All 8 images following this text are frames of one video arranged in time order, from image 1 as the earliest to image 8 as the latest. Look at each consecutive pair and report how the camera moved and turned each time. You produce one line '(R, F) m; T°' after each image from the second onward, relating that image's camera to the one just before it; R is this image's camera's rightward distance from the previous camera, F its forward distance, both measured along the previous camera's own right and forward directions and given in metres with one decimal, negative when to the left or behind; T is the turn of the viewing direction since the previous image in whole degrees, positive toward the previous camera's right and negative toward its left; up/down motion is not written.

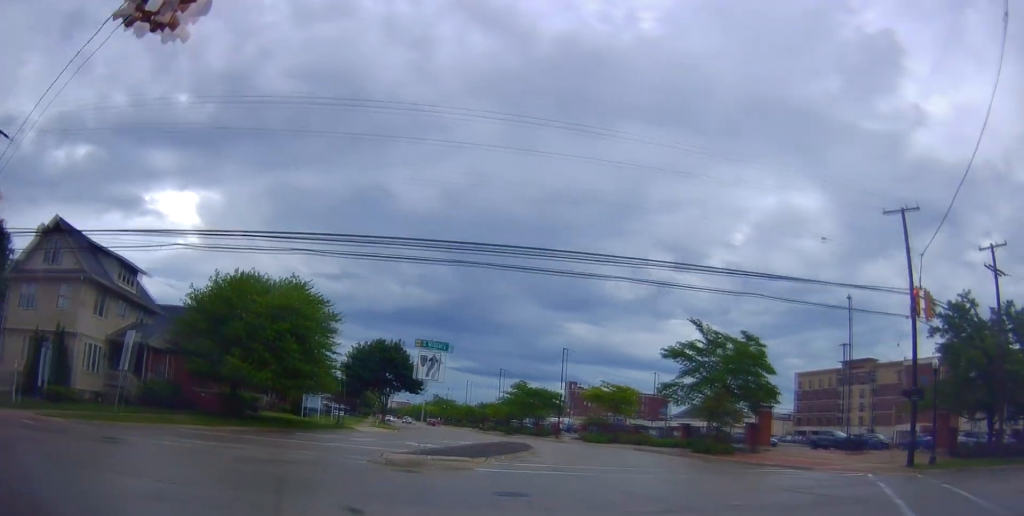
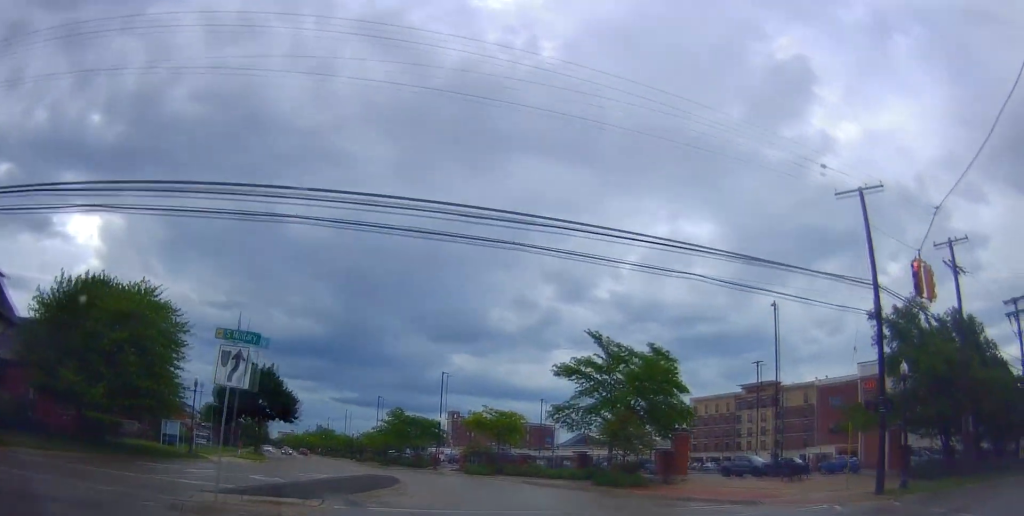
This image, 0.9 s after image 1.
(+0.3, +5.8) m; +3°
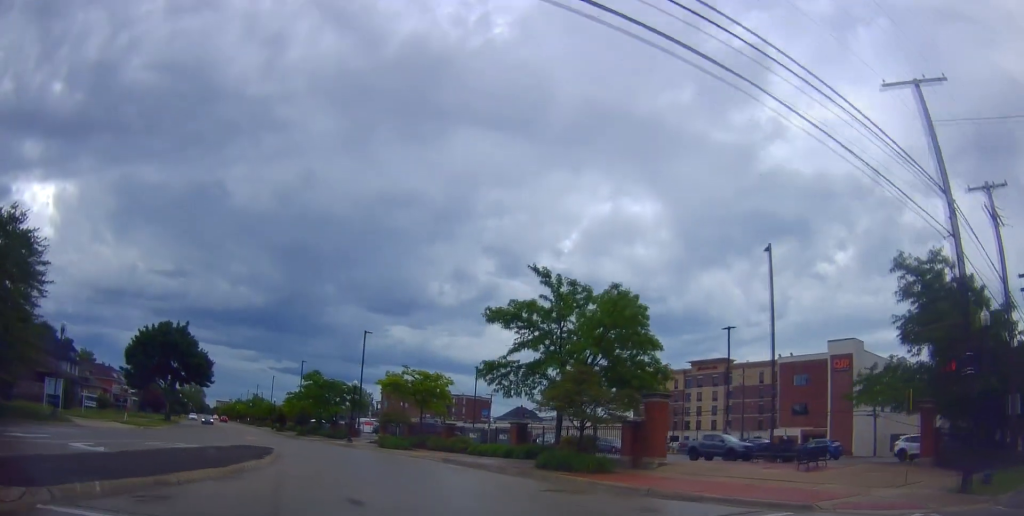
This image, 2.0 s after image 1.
(0.0, +7.7) m; 0°
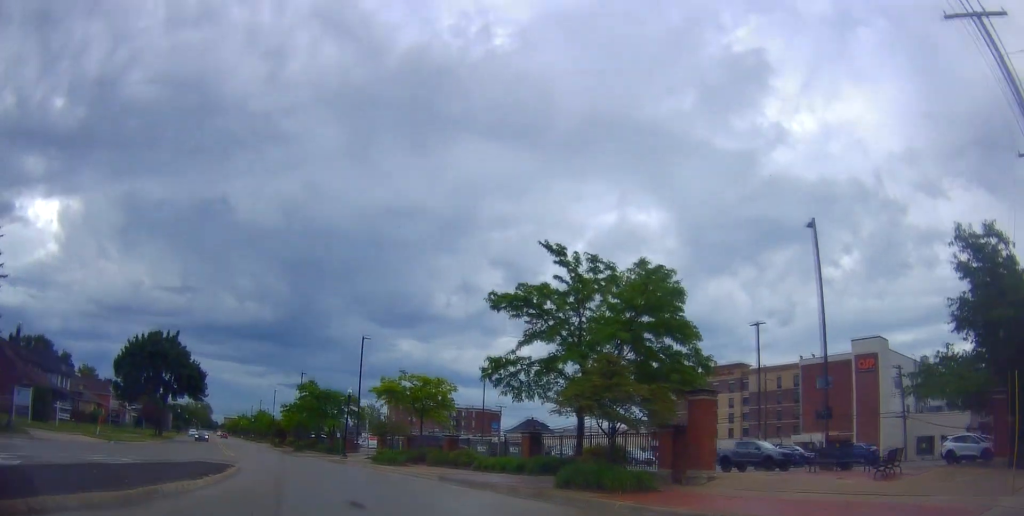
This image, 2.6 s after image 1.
(0.0, +4.0) m; 0°
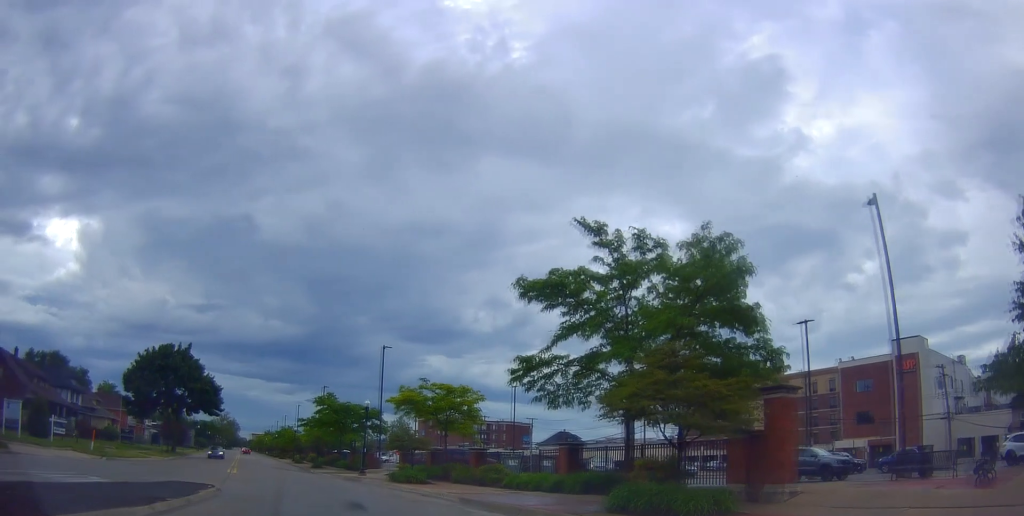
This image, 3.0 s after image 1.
(0.0, +3.2) m; 0°
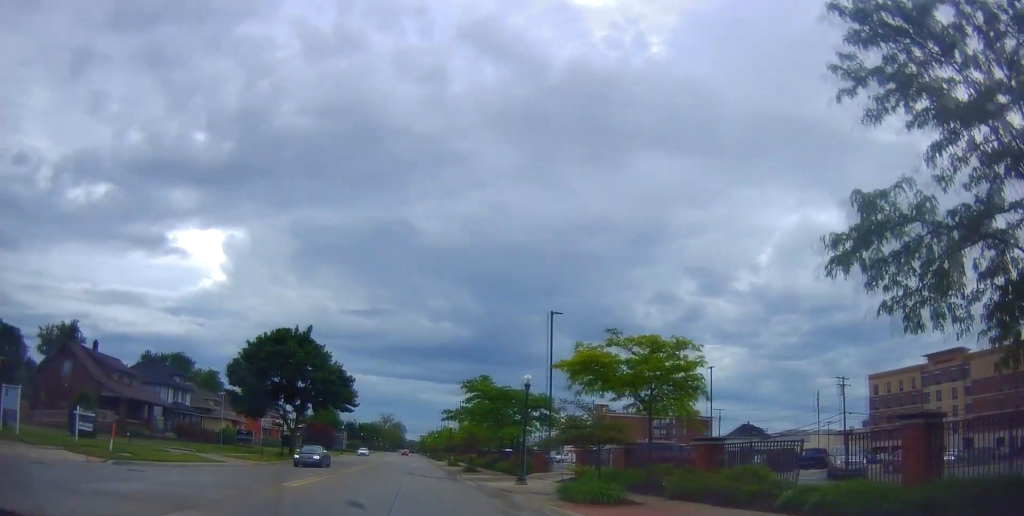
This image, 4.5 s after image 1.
(-0.3, +11.5) m; -7°
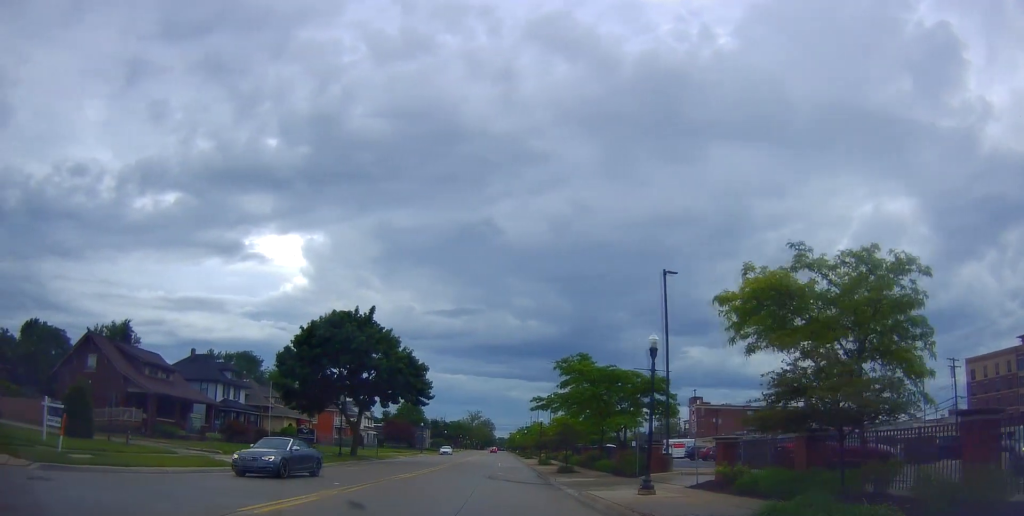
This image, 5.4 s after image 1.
(-0.6, +8.0) m; -8°
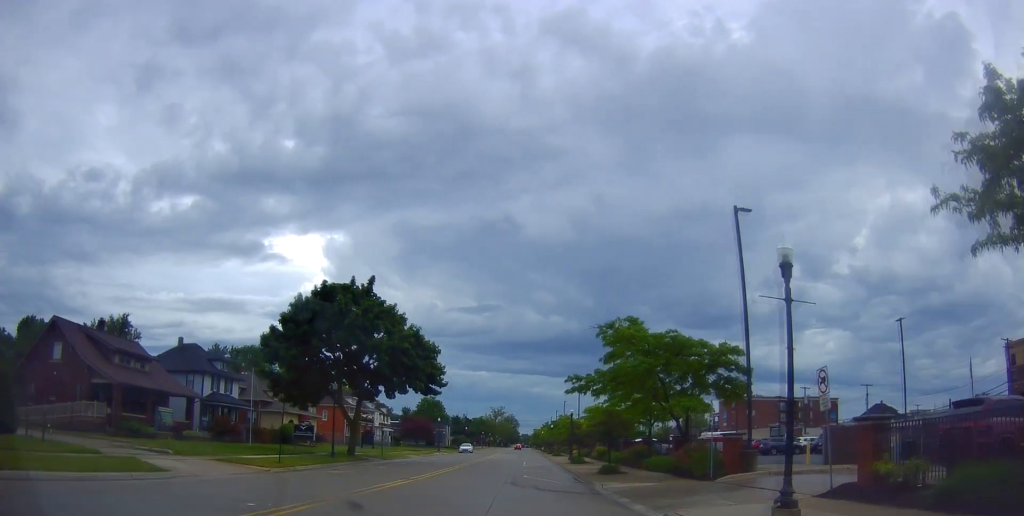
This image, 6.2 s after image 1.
(-0.6, +7.6) m; -2°
